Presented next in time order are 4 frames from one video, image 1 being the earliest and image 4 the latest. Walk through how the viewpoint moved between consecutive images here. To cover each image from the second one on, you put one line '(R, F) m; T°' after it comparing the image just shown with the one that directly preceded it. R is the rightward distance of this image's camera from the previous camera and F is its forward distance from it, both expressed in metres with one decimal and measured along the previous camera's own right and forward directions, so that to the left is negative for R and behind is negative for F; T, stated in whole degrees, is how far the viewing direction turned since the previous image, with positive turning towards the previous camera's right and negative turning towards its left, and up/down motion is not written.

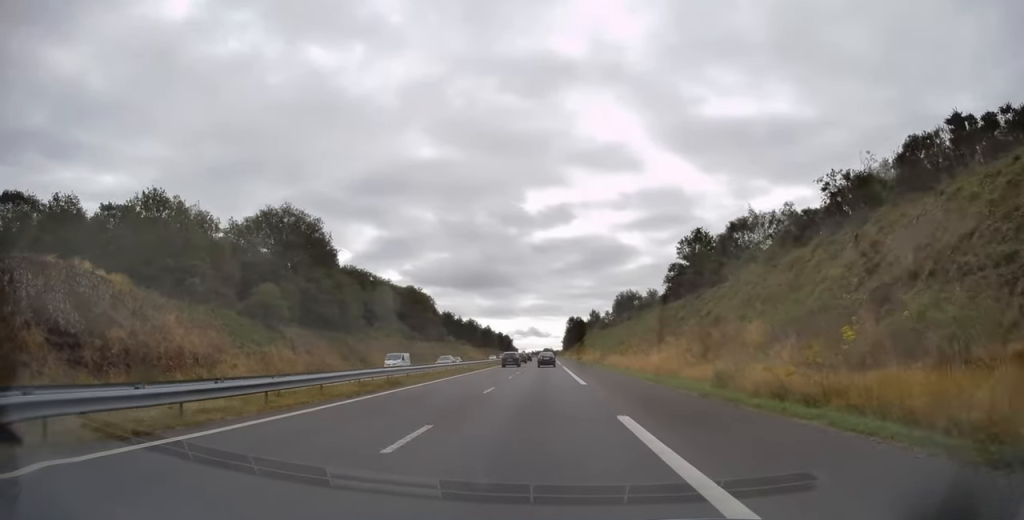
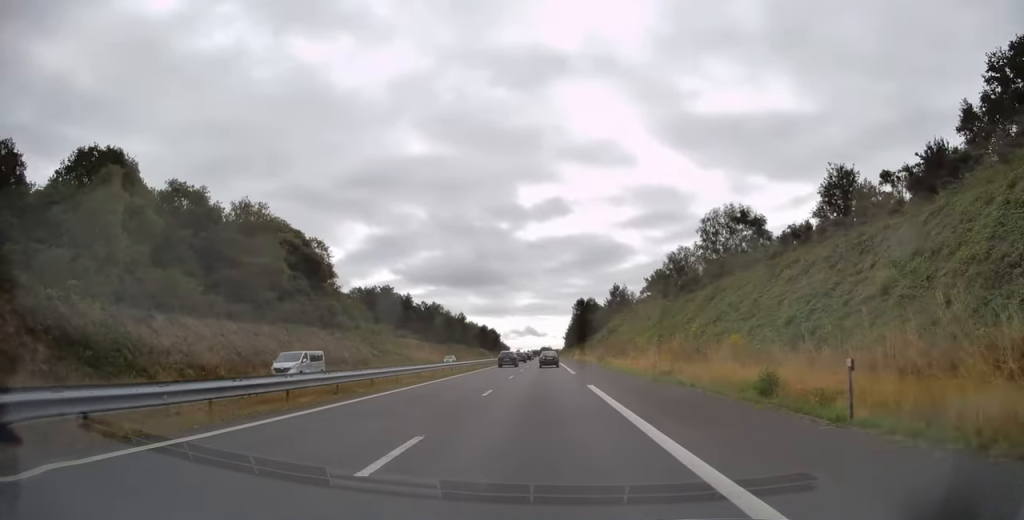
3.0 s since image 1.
(+0.9, +91.0) m; 0°
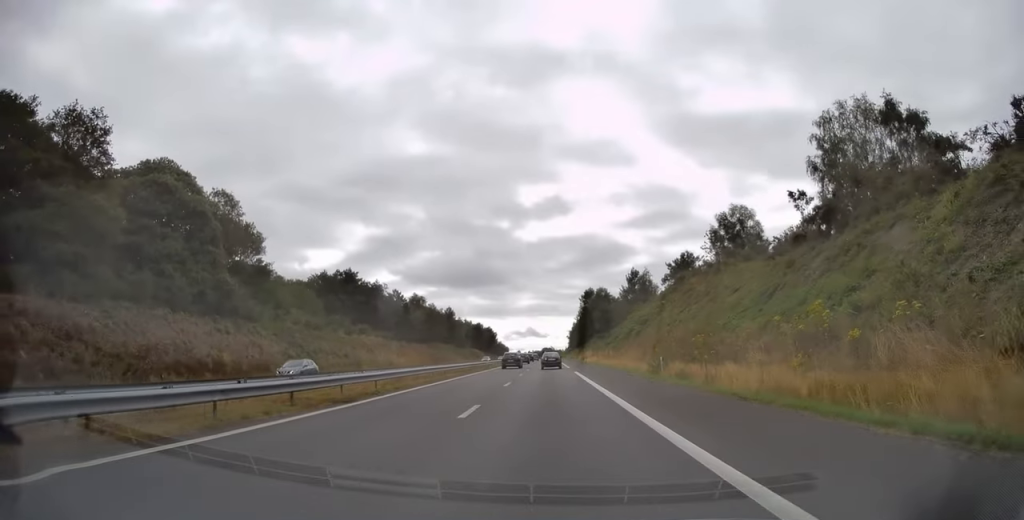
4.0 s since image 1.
(-0.2, +32.1) m; 0°
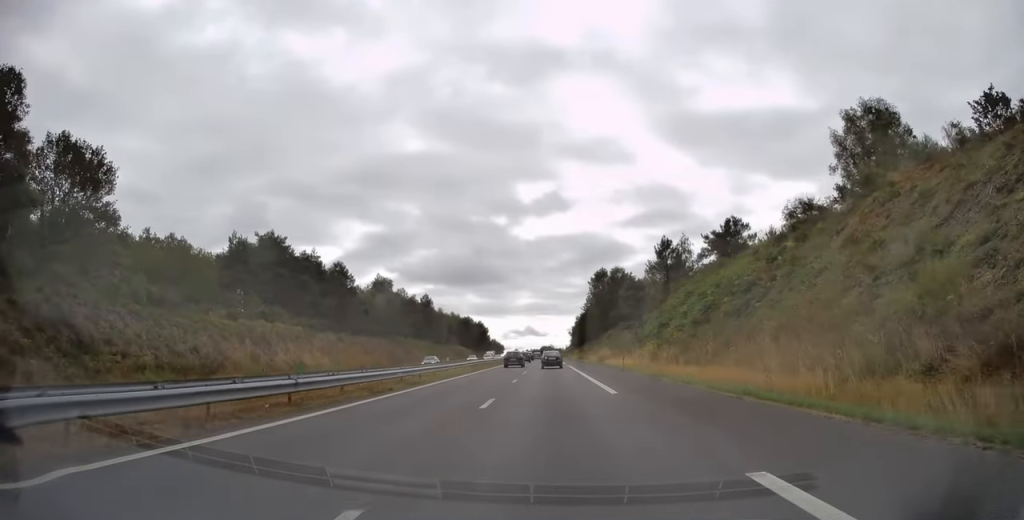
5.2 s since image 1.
(+0.1, +36.8) m; +1°
